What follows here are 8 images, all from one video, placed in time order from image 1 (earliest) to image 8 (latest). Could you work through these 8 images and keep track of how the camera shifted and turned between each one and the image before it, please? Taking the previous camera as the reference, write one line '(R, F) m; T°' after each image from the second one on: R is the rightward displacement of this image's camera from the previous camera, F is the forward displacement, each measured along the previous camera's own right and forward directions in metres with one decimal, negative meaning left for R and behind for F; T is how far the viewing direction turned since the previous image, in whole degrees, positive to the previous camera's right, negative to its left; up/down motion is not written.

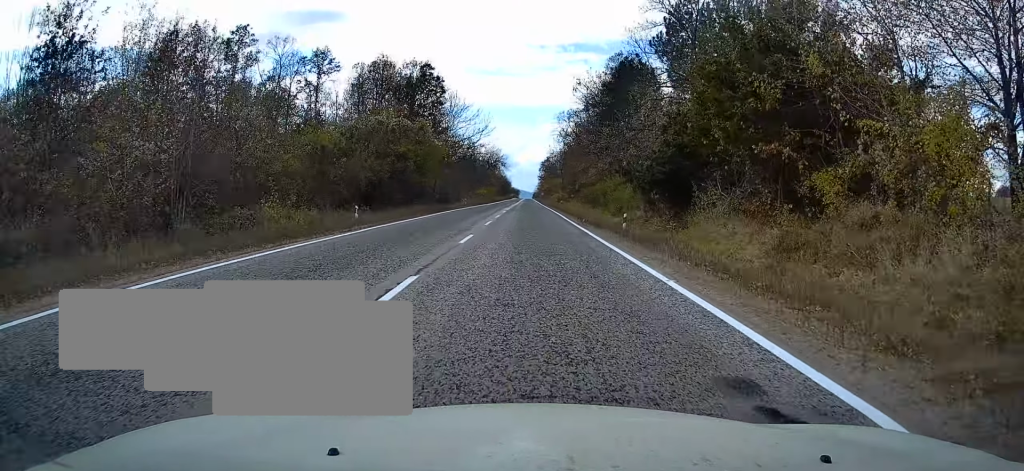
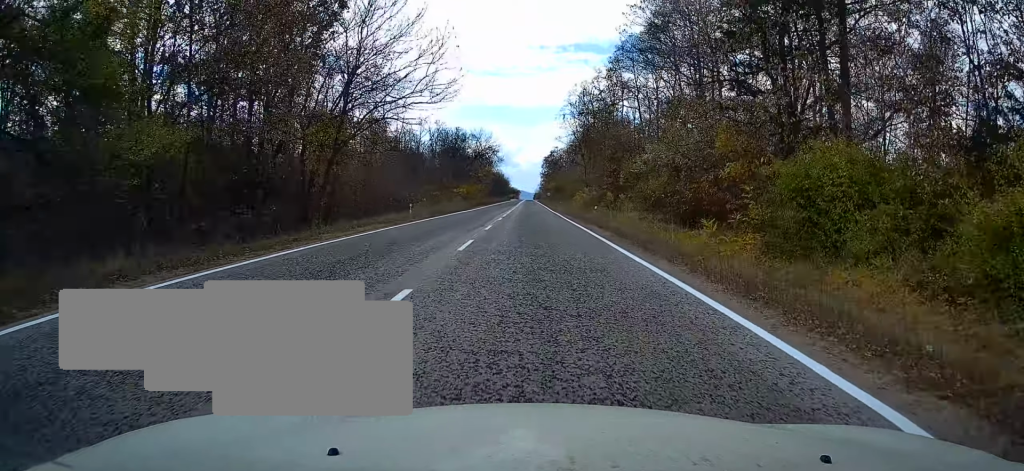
(+0.3, +37.3) m; +1°
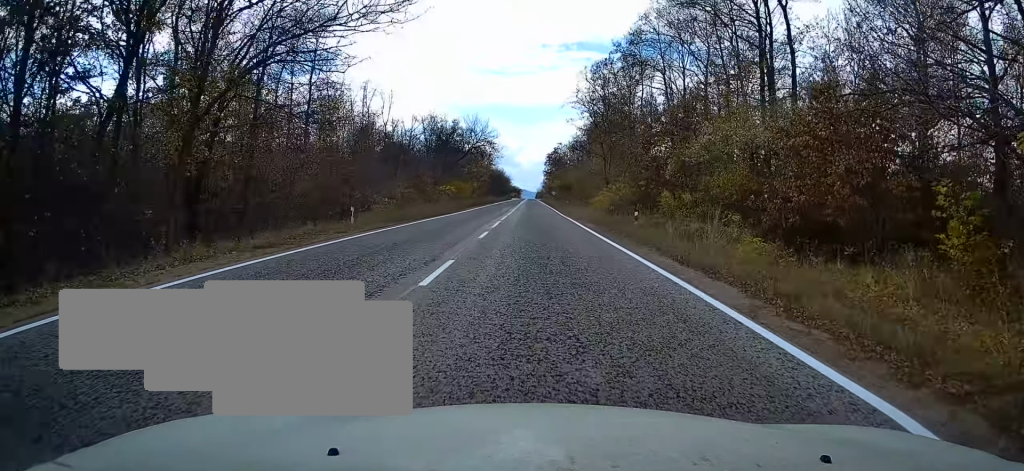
(+0.4, +14.0) m; 0°
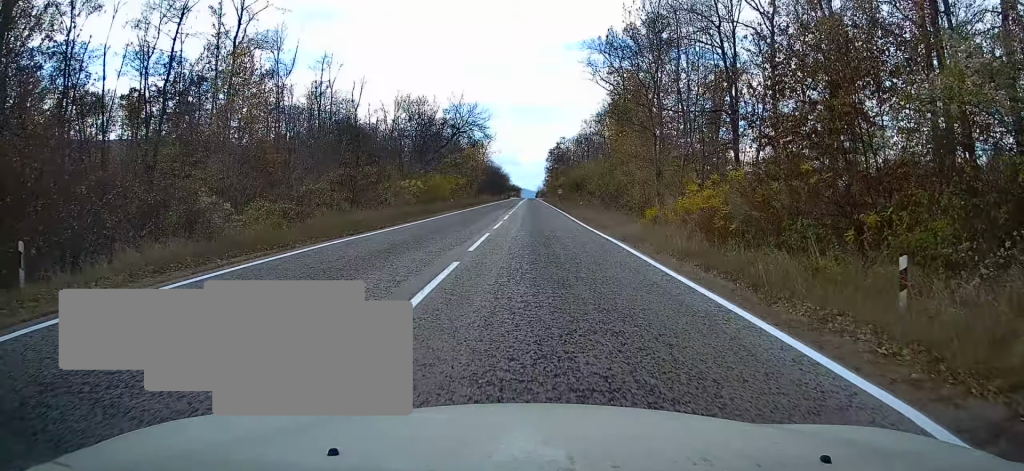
(-0.6, +18.8) m; -1°
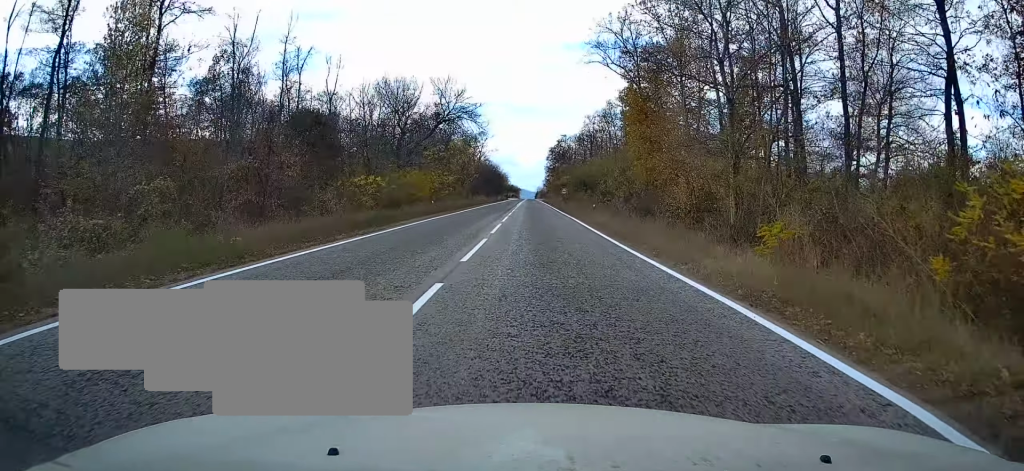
(-0.1, +11.3) m; 0°
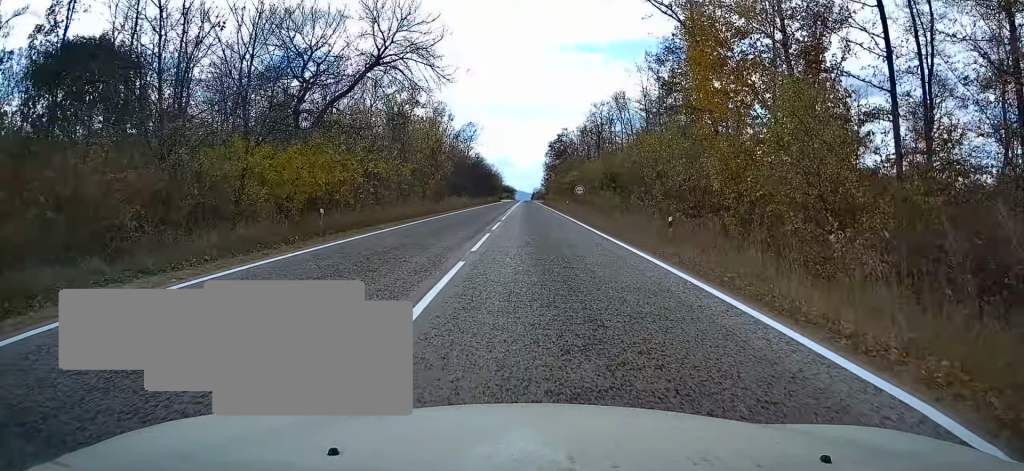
(+0.3, +24.5) m; +1°
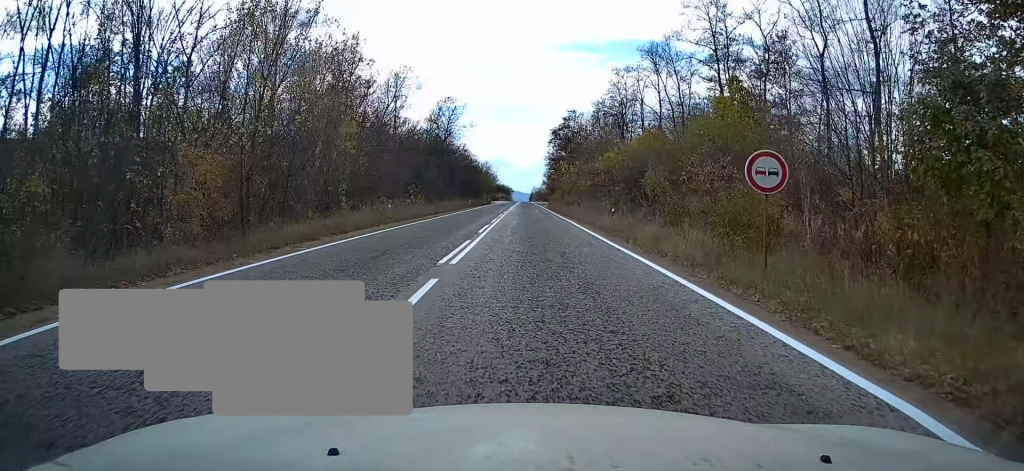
(0.0, +37.6) m; 0°
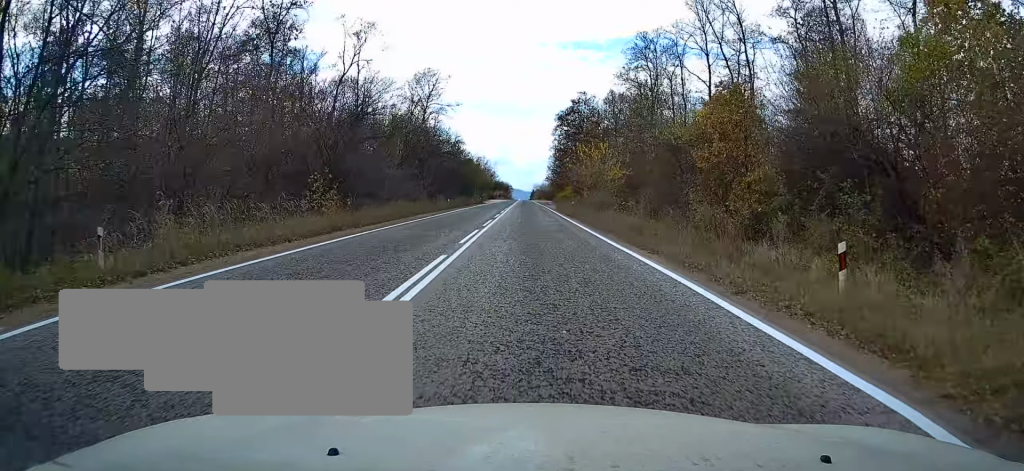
(0.0, +23.5) m; 0°
